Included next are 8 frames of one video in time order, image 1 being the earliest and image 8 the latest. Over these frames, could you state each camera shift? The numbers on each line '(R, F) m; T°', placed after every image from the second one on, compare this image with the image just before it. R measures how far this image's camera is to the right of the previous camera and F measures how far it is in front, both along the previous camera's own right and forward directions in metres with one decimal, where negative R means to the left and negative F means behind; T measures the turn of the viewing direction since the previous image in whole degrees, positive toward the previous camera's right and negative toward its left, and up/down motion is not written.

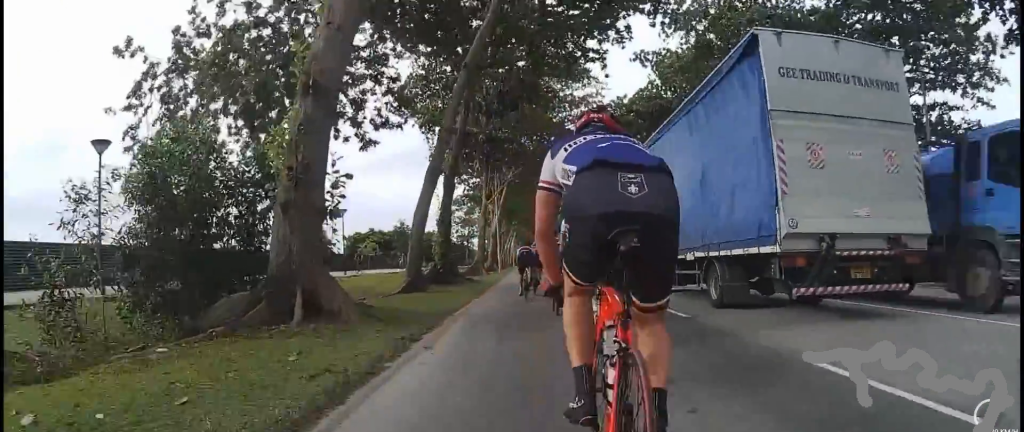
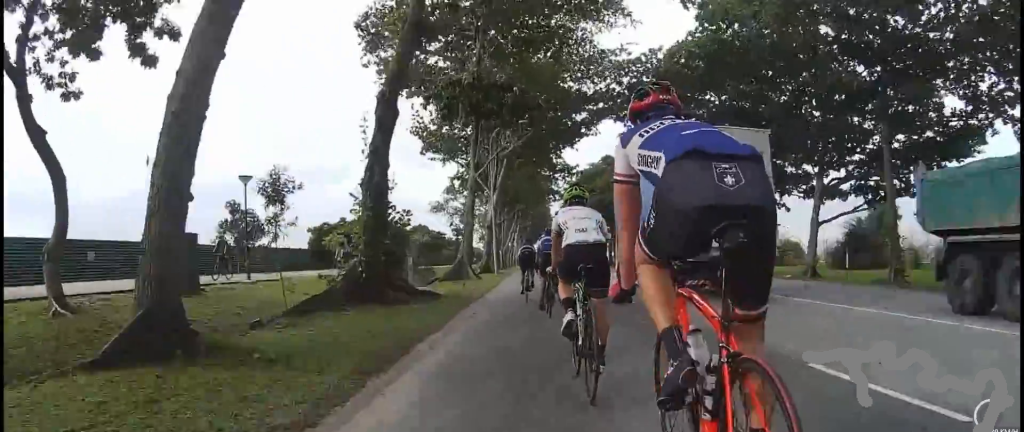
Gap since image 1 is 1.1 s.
(-0.5, +12.1) m; 0°
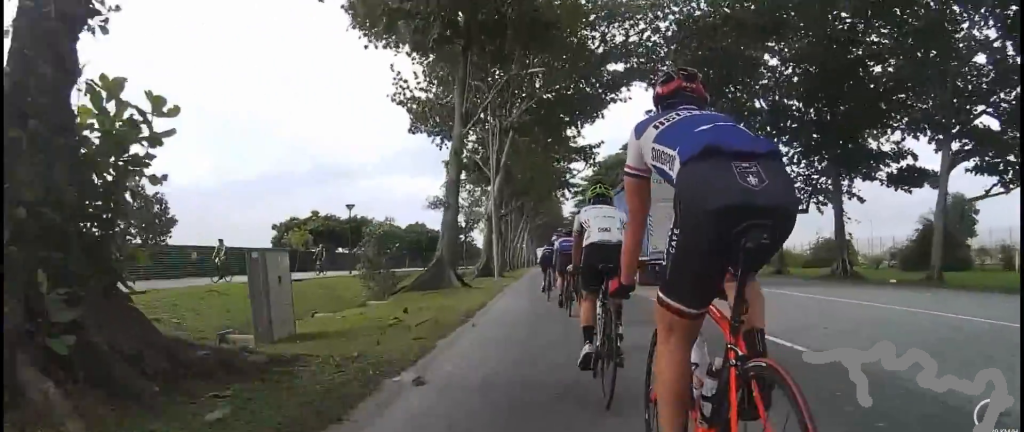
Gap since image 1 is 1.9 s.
(+0.4, +9.6) m; 0°
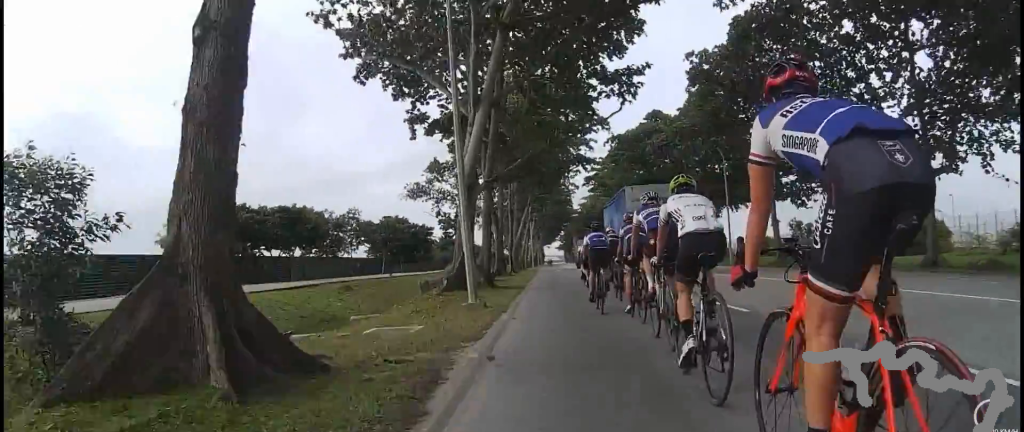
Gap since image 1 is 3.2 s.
(-0.5, +14.7) m; -4°
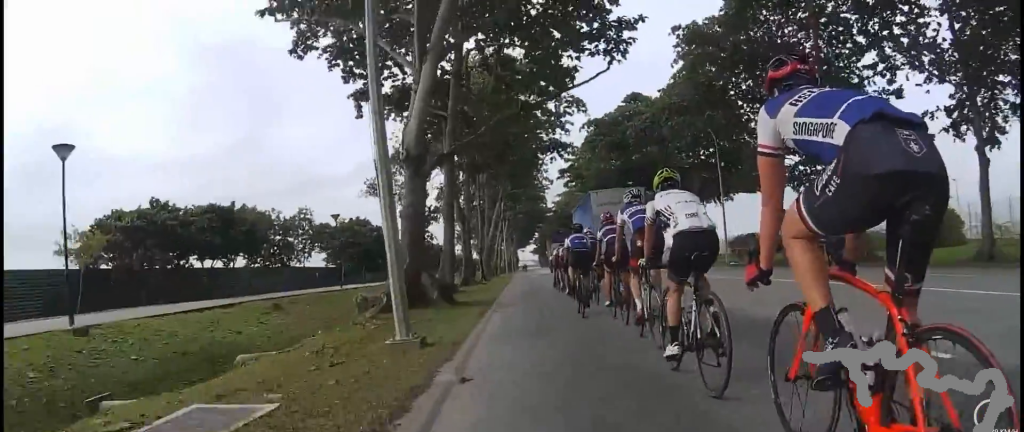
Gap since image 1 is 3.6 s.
(0.0, +4.9) m; +2°
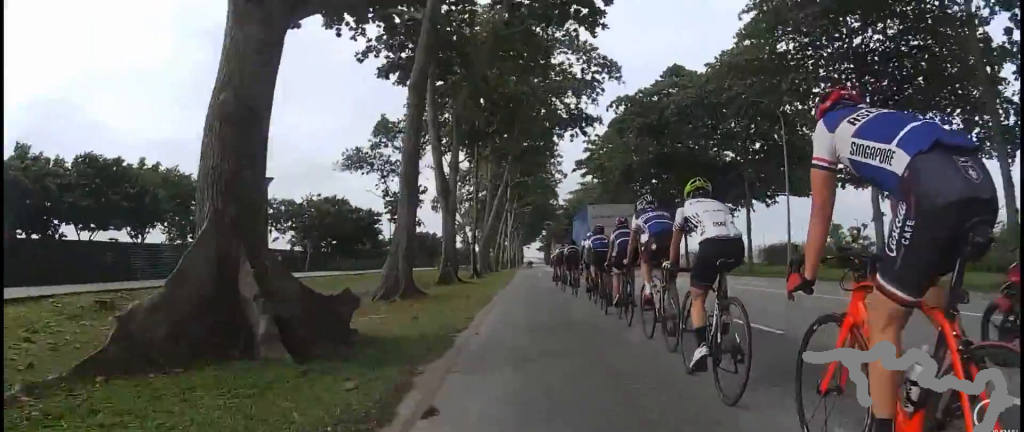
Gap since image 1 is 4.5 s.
(+0.1, +9.4) m; +2°
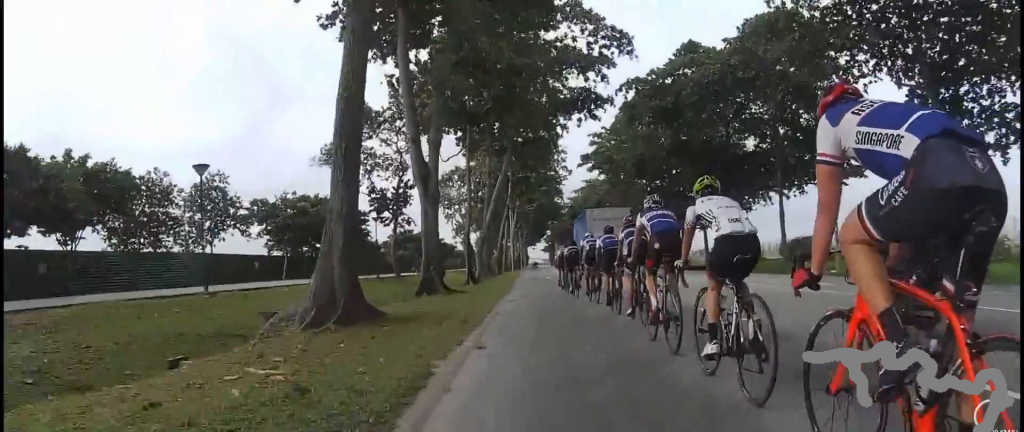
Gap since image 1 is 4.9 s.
(+0.3, +5.0) m; 0°
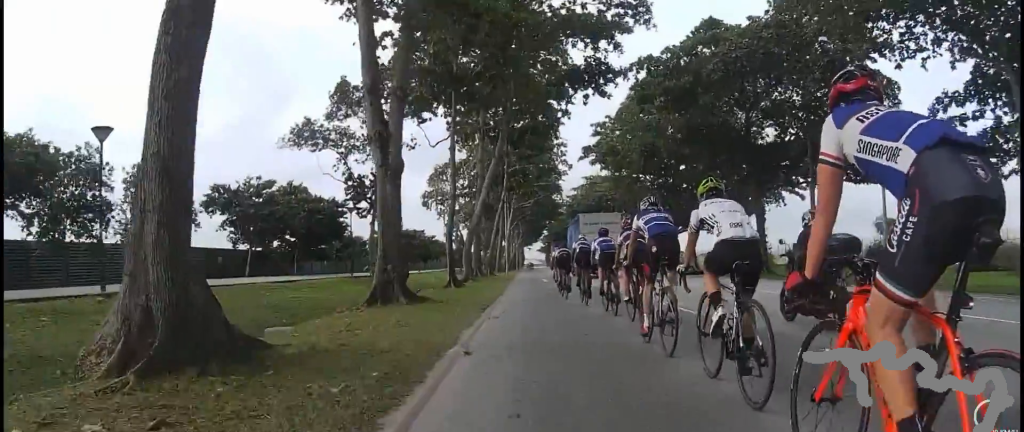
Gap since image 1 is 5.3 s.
(+0.1, +4.6) m; 0°
